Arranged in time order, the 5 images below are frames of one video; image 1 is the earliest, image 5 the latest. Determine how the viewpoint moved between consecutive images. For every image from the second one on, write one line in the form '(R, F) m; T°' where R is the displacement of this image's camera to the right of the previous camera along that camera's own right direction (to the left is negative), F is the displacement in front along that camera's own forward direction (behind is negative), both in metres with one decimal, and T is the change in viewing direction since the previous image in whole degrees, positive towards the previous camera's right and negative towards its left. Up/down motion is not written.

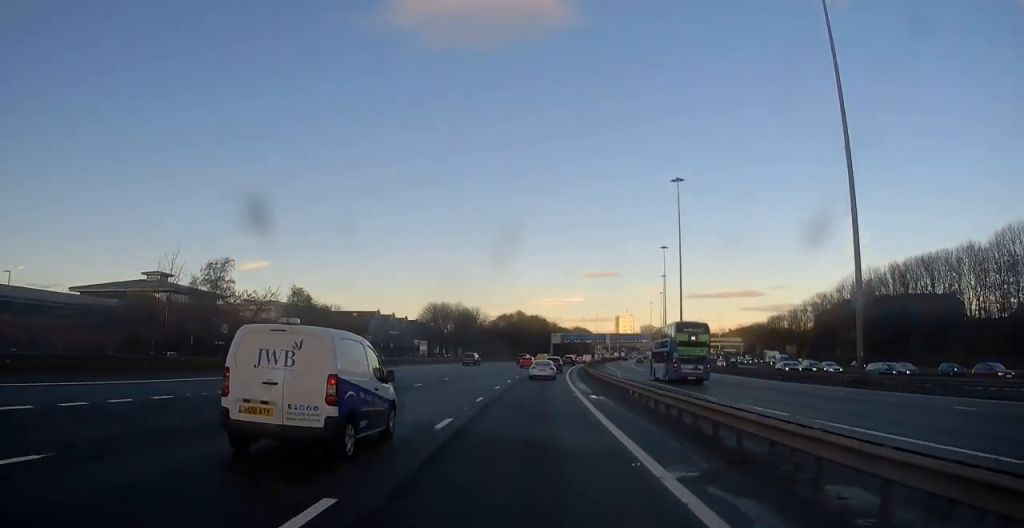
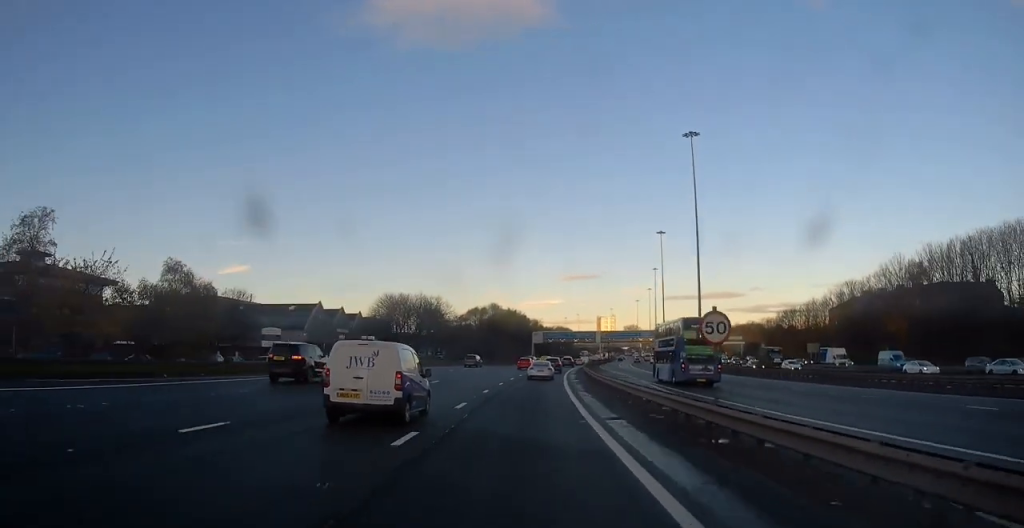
(+0.1, +28.6) m; +2°
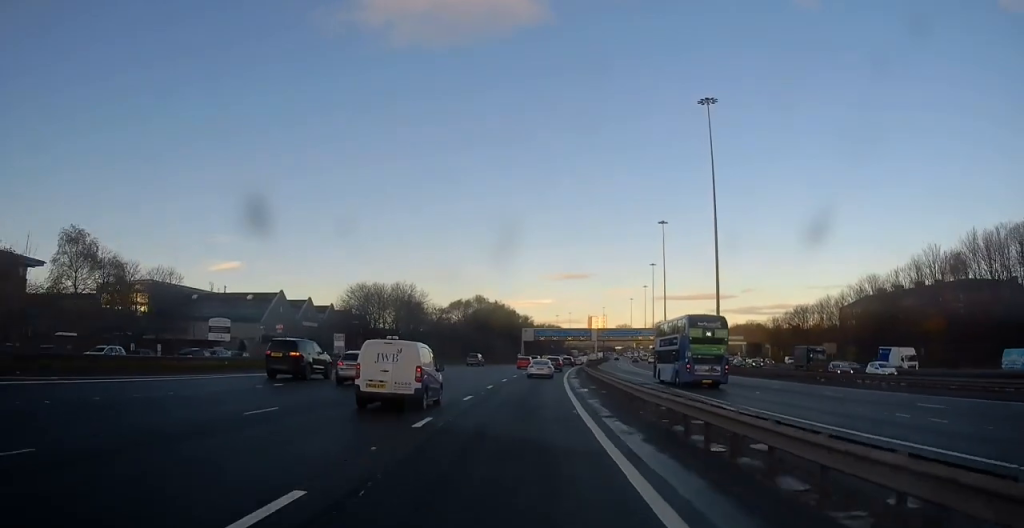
(+0.6, +14.7) m; +2°
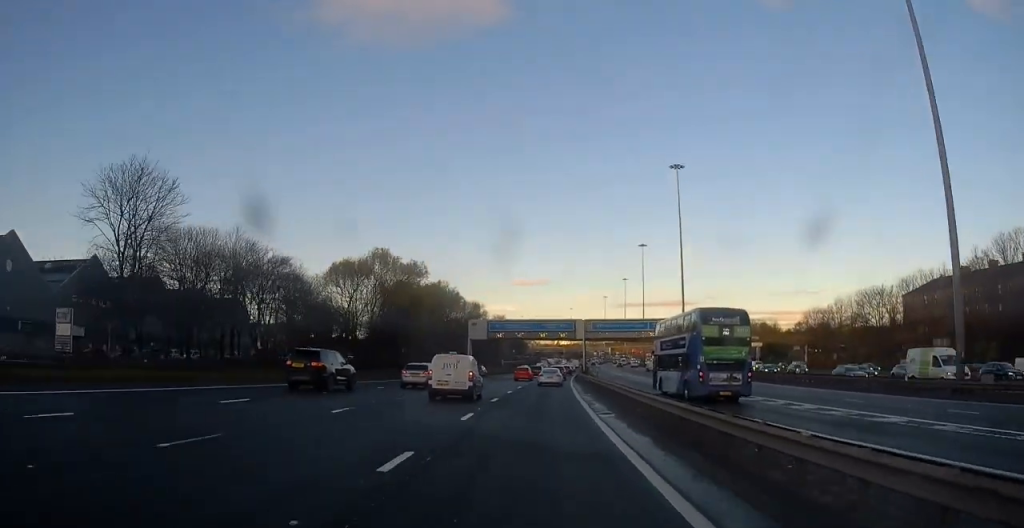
(+1.3, +56.2) m; +3°
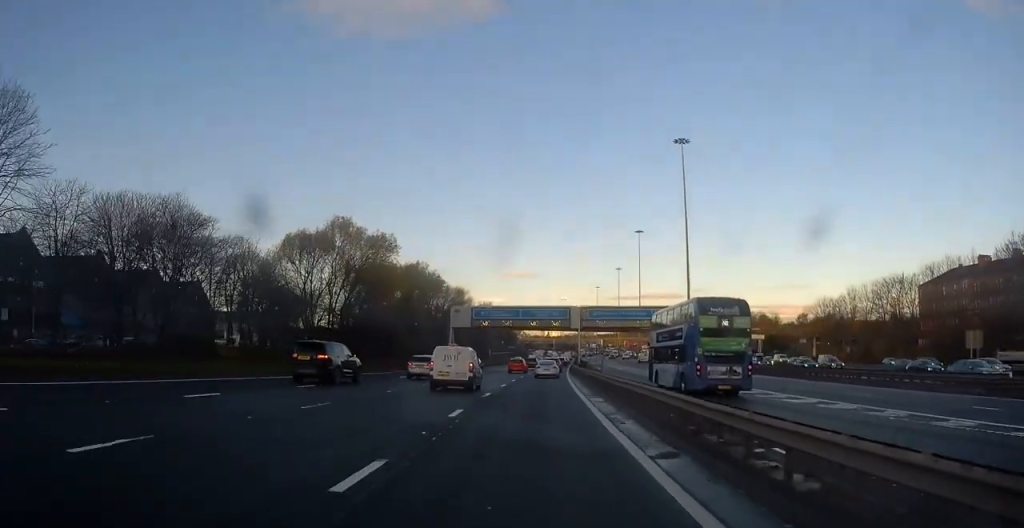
(+0.1, +10.9) m; +1°
